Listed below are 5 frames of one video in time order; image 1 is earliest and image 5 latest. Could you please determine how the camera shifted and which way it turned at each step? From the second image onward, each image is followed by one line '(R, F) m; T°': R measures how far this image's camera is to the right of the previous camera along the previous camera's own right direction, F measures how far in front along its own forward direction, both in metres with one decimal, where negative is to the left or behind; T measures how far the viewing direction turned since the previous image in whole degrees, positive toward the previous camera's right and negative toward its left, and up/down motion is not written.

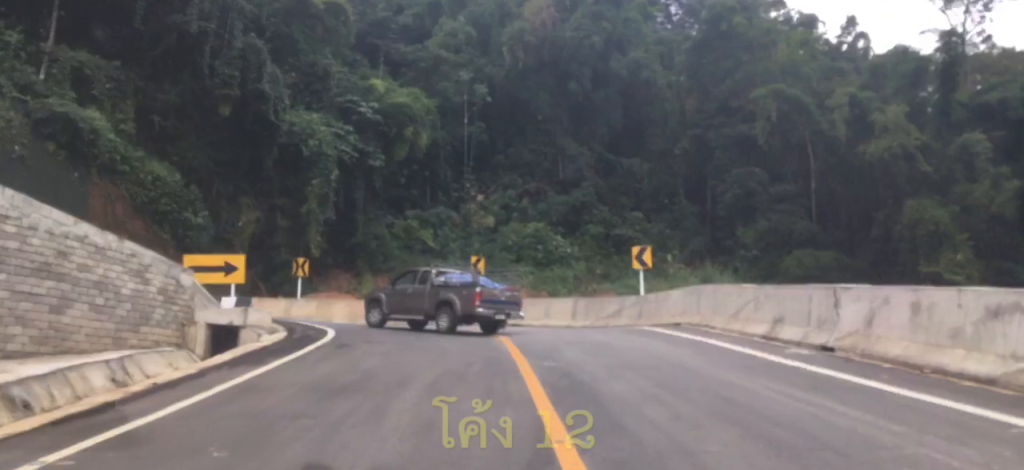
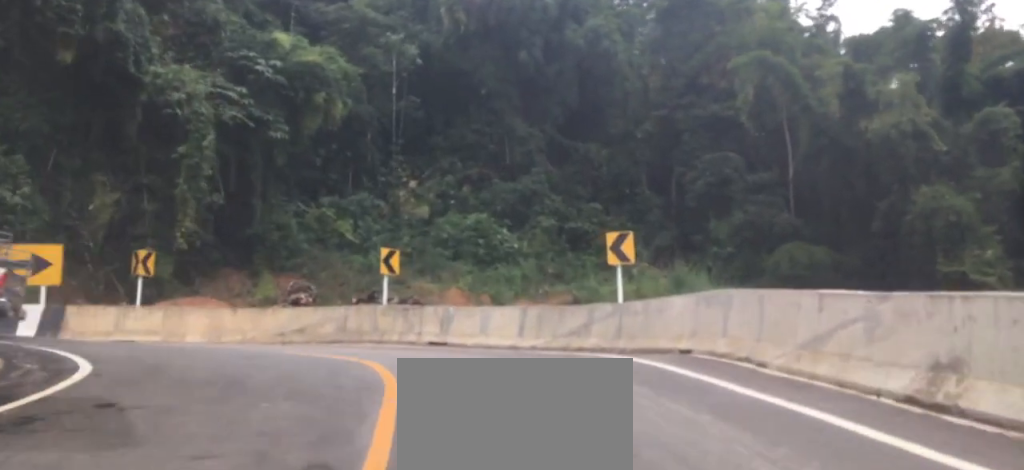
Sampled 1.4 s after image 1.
(+0.5, +9.8) m; -7°
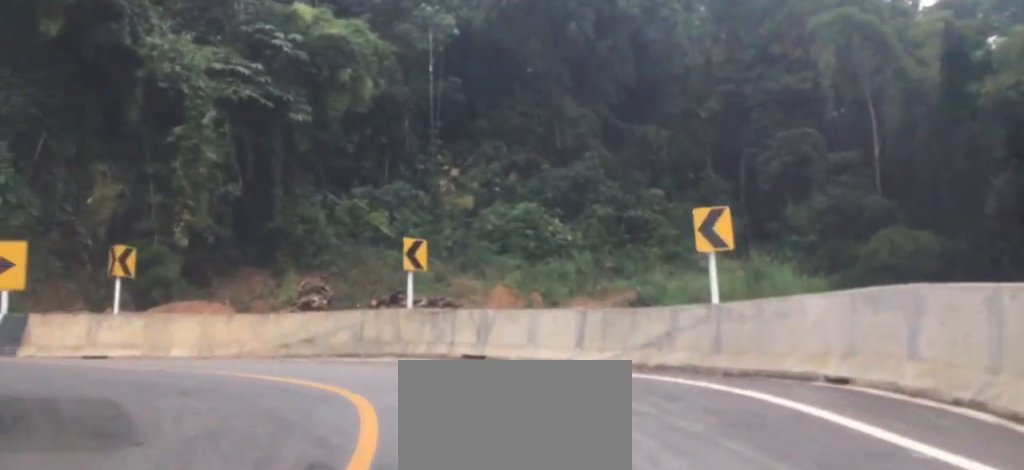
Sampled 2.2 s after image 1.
(-0.4, +4.1) m; -10°
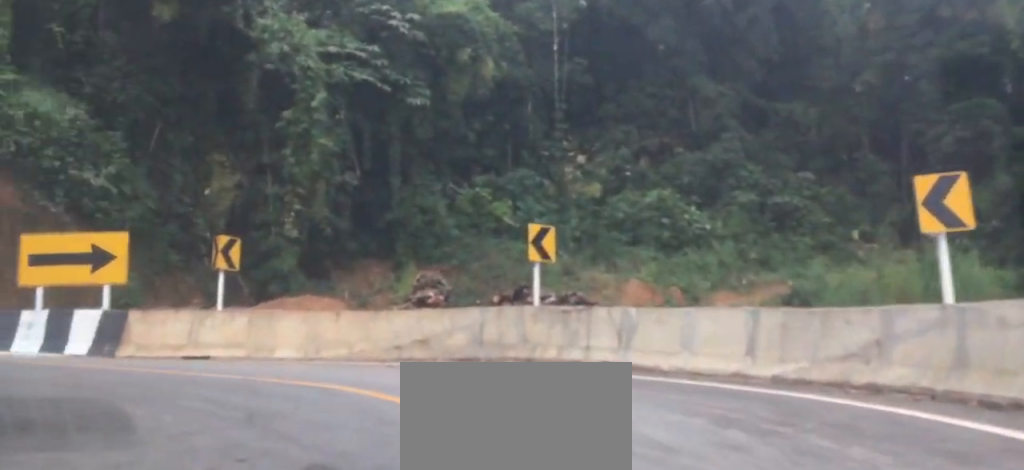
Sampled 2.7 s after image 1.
(-0.4, +2.7) m; -4°
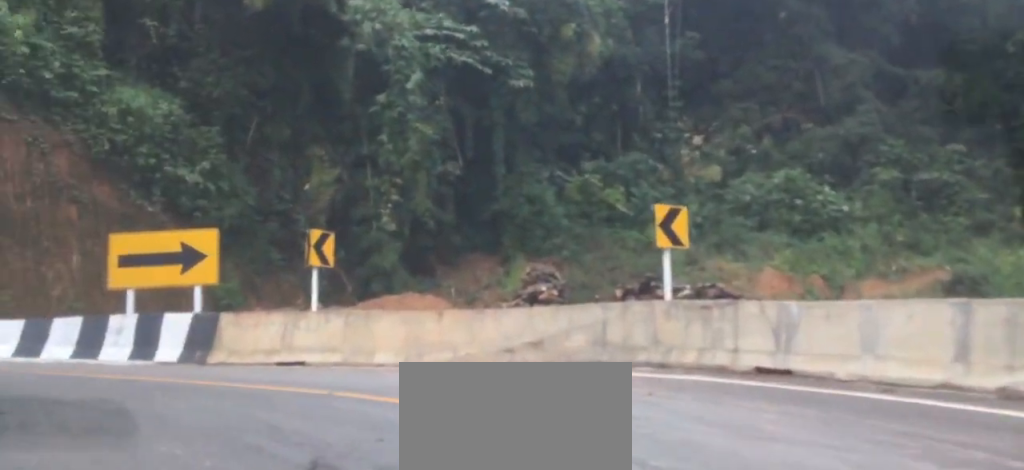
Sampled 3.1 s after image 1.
(0.0, +2.2) m; -7°
